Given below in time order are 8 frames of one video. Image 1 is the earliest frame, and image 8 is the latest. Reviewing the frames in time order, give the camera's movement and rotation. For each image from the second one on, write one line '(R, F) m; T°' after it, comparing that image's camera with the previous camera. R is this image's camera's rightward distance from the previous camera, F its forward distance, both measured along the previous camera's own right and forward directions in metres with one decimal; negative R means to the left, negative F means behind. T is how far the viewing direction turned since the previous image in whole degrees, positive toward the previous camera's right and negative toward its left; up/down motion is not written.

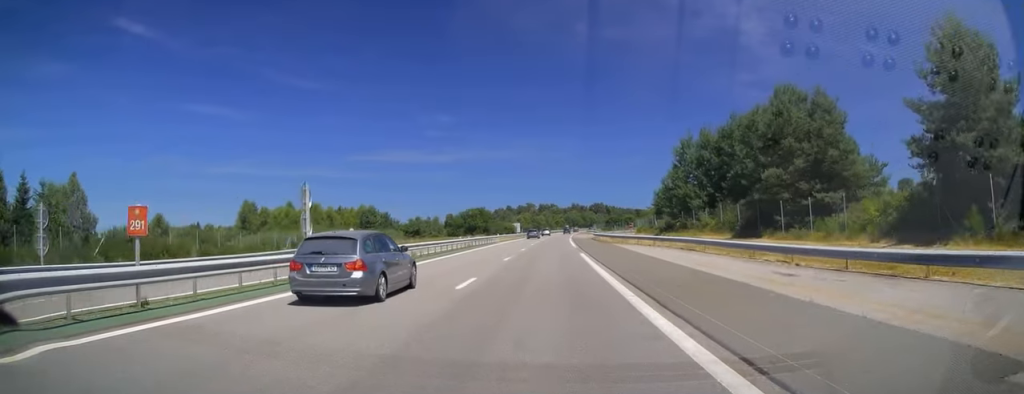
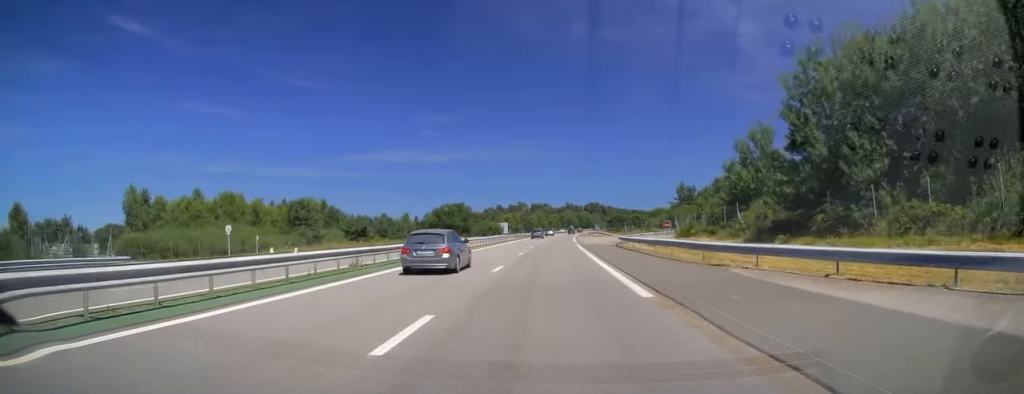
(+0.1, +33.7) m; +1°
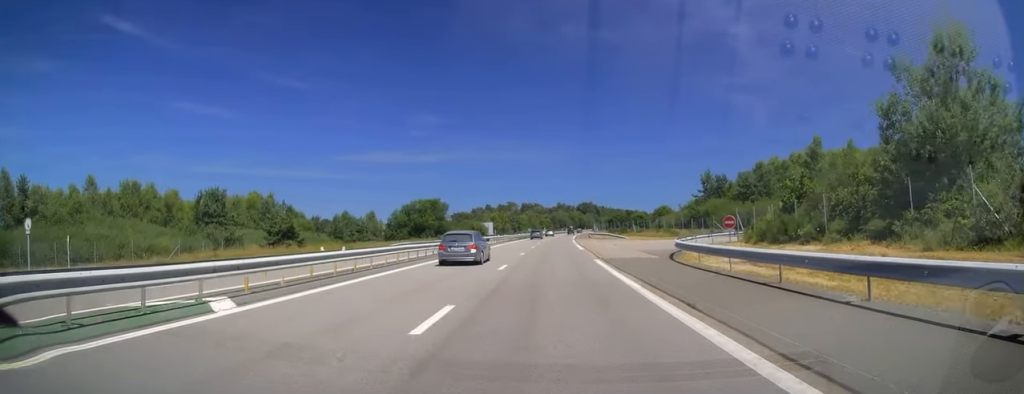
(+0.3, +24.5) m; +1°
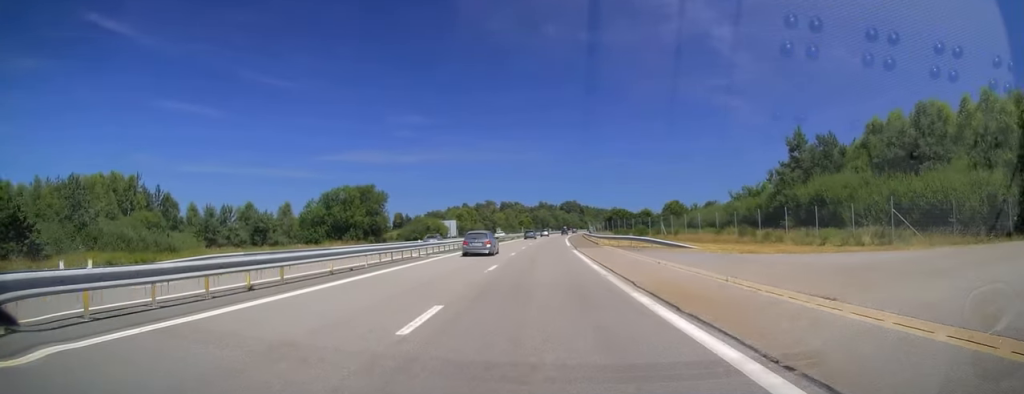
(+0.4, +39.2) m; +2°
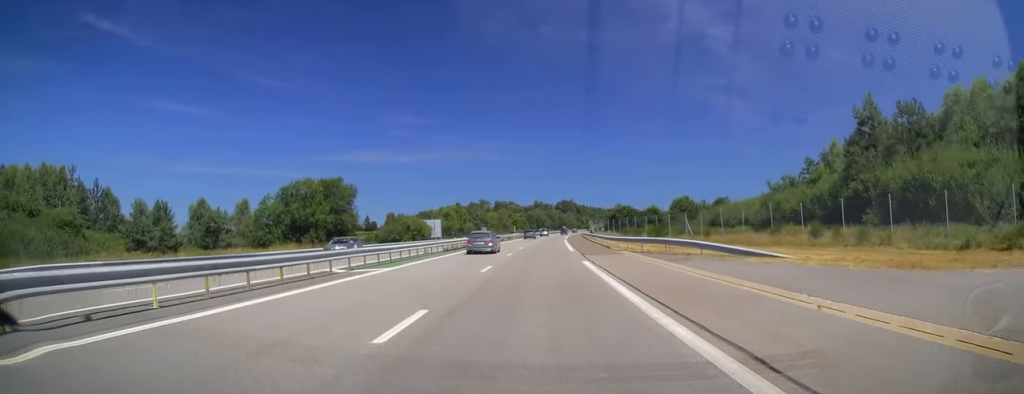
(+0.1, +13.7) m; +1°
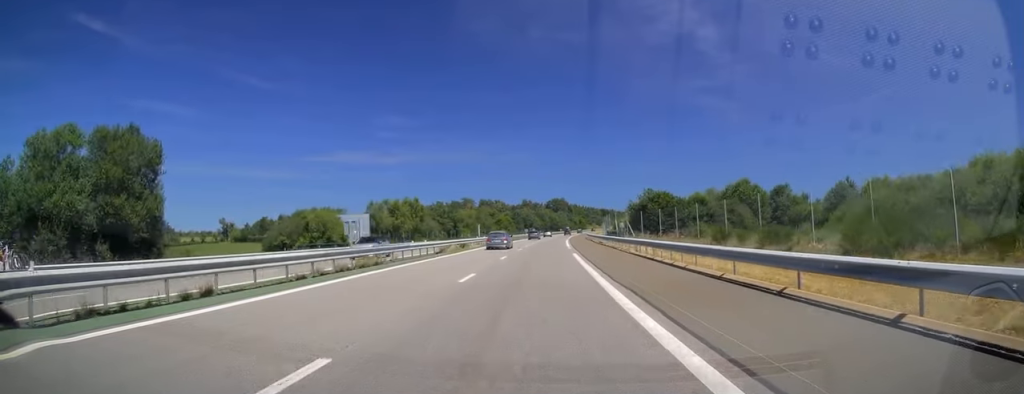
(+0.7, +43.1) m; +1°
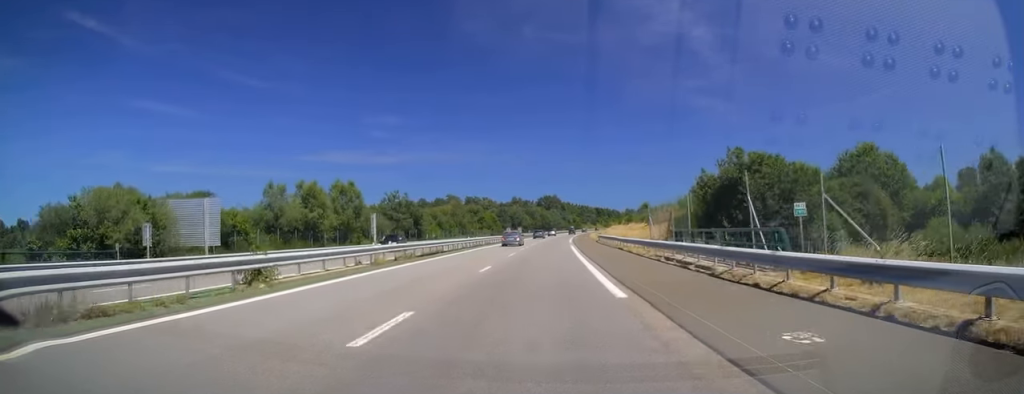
(-0.1, +35.3) m; +1°
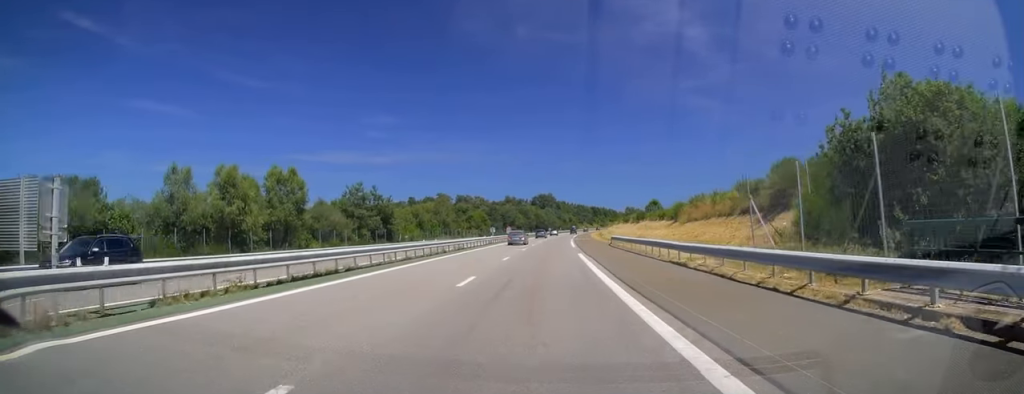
(0.0, +18.1) m; +1°
